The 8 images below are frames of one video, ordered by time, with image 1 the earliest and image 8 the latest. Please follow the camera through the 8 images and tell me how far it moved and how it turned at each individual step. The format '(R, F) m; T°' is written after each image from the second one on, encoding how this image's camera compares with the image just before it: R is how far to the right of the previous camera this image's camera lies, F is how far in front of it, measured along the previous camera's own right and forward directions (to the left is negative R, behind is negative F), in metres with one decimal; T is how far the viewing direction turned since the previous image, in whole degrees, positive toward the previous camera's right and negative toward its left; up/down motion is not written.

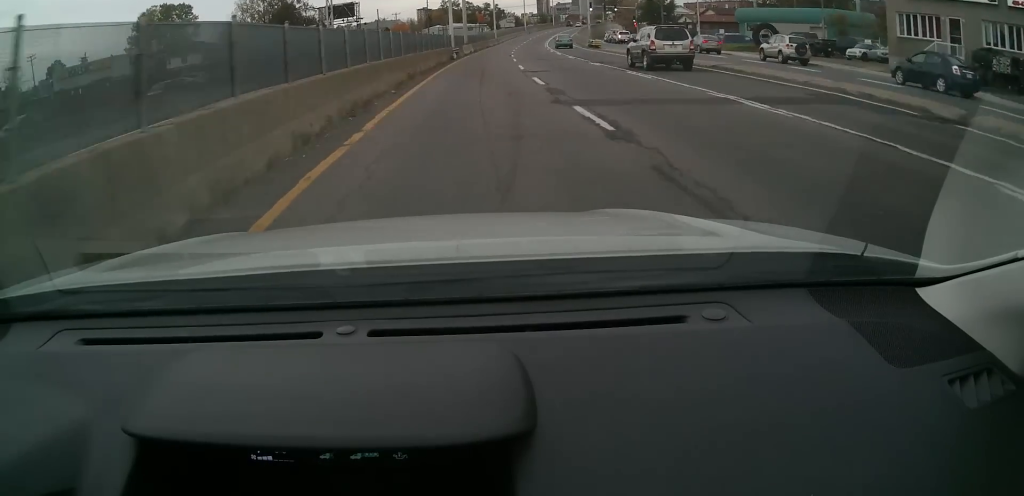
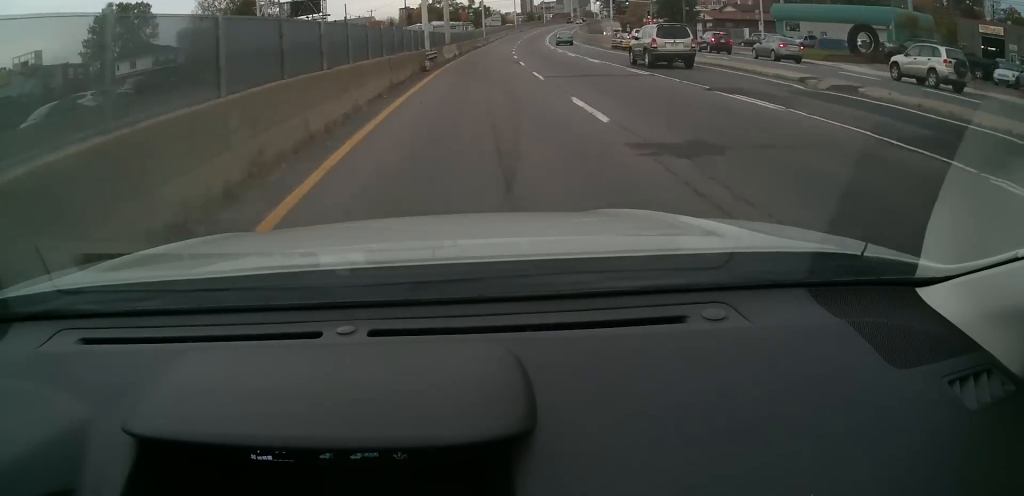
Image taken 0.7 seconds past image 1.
(+0.2, +17.2) m; +1°
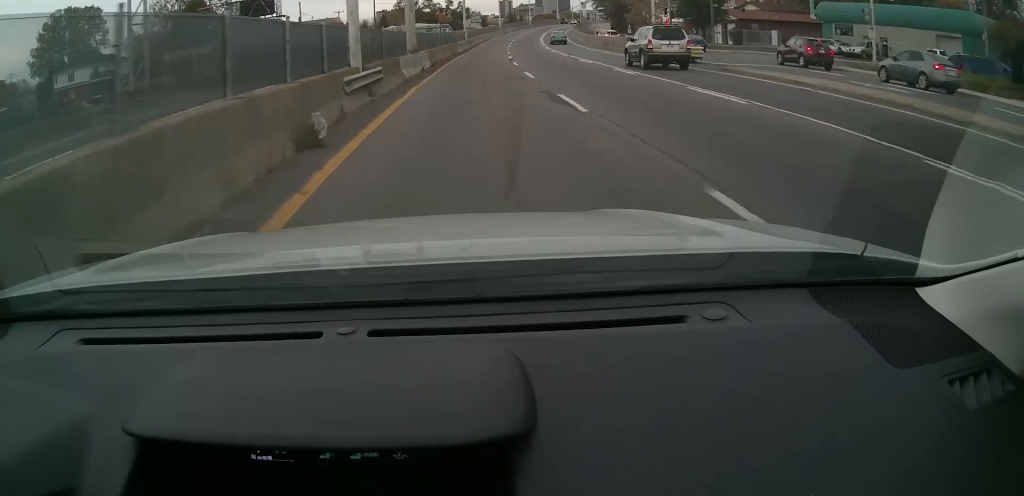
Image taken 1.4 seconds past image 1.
(0.0, +16.5) m; 0°
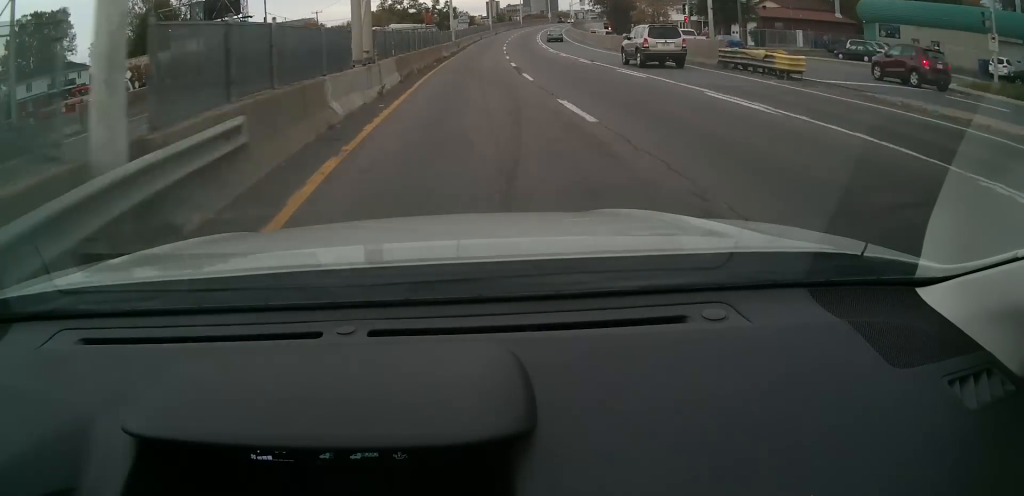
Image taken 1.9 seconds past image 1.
(0.0, +10.3) m; 0°
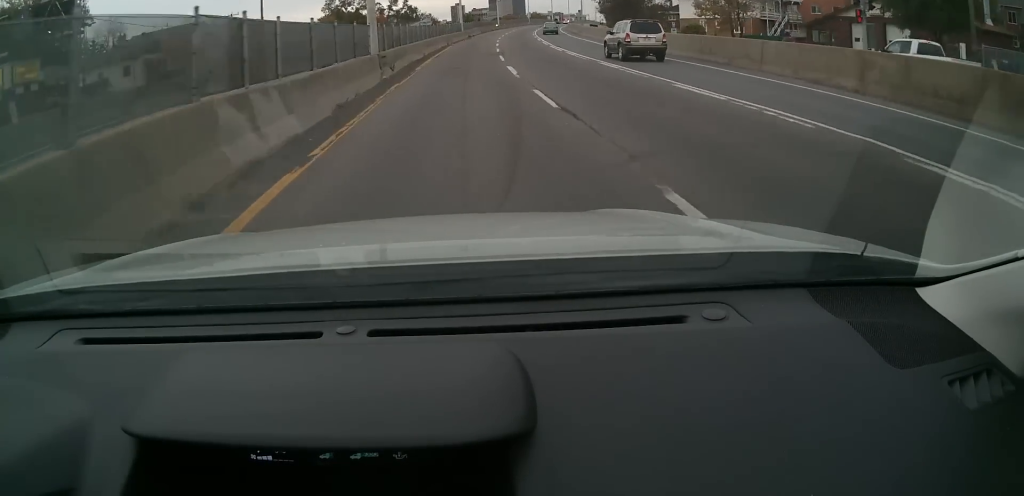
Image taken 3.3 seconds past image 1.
(+0.2, +35.1) m; +3°
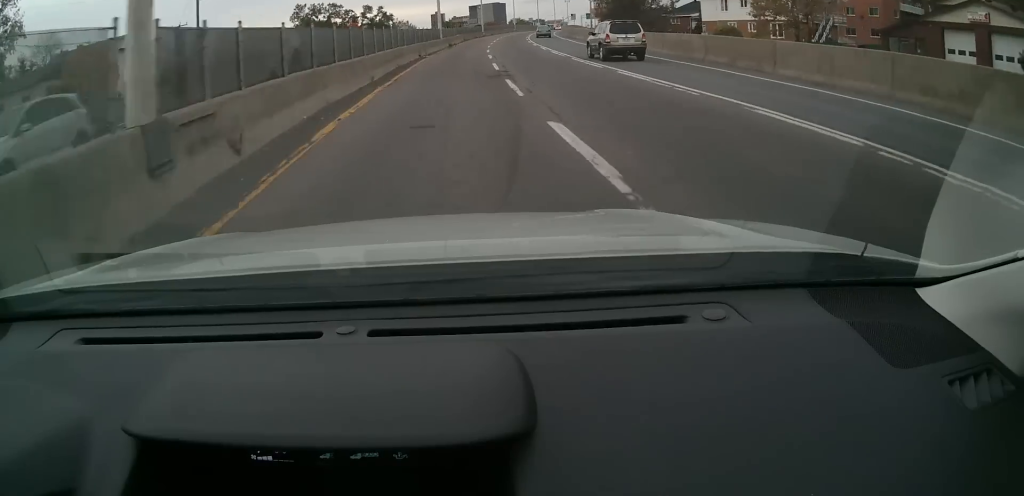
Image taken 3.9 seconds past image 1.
(+0.6, +14.4) m; +3°
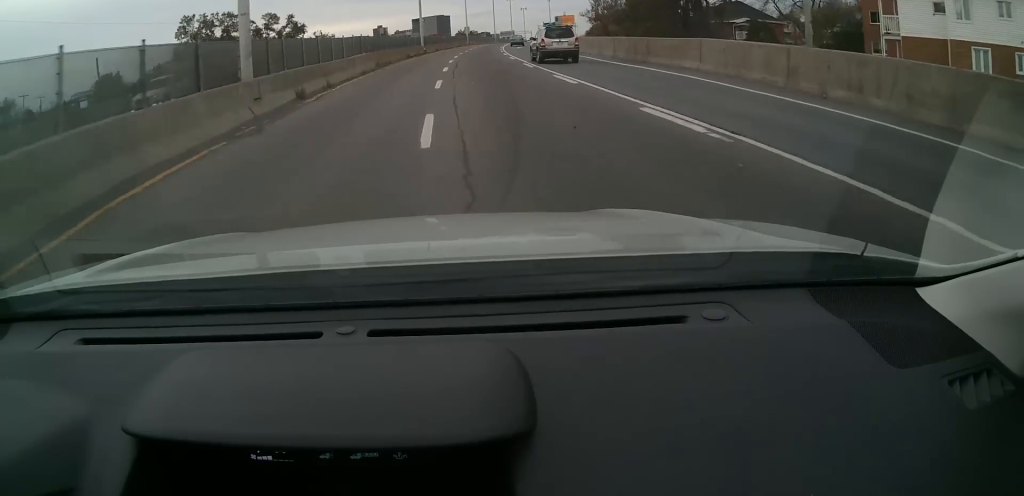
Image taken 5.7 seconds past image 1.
(+2.1, +42.3) m; +6°
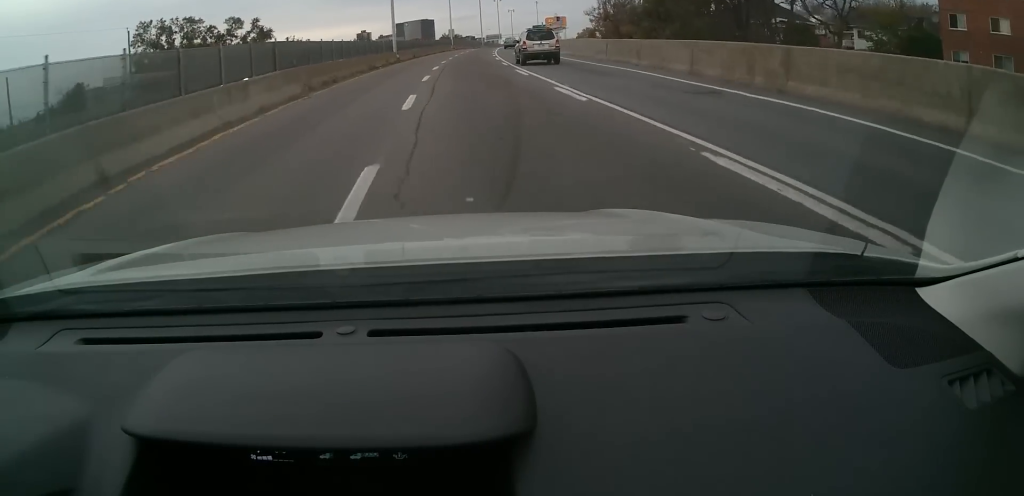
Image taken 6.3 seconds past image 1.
(-0.2, +13.5) m; +2°
